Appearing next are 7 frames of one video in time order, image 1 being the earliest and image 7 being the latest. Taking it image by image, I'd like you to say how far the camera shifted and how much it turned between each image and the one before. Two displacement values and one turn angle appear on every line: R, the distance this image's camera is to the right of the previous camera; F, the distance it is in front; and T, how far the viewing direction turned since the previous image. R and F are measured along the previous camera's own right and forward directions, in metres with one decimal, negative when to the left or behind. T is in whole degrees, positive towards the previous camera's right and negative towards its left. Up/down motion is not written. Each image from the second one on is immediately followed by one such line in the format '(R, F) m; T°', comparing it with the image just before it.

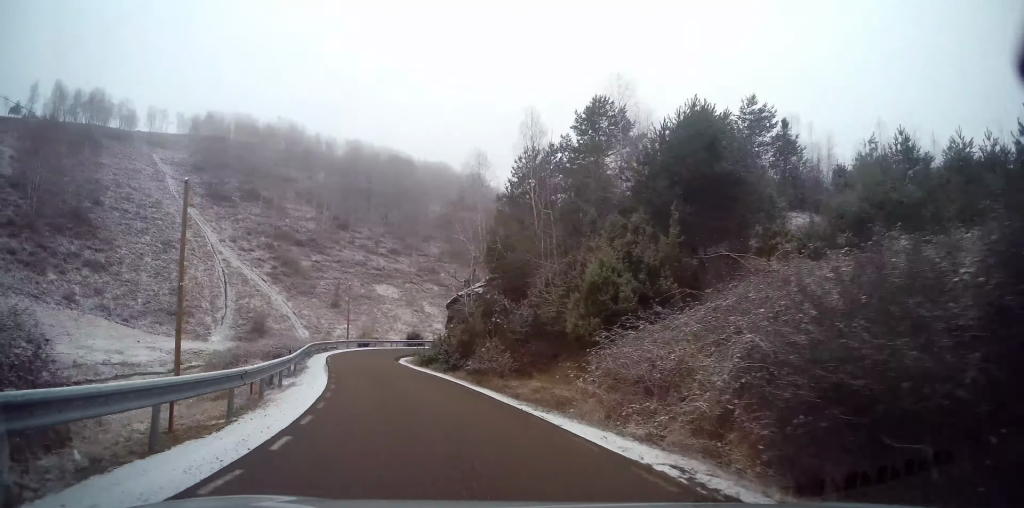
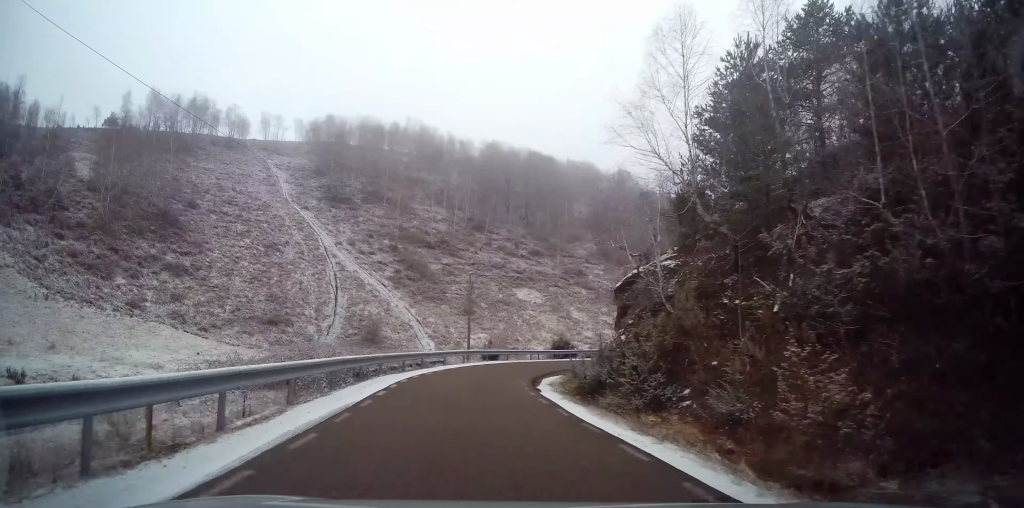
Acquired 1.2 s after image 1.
(-1.5, +14.2) m; -9°
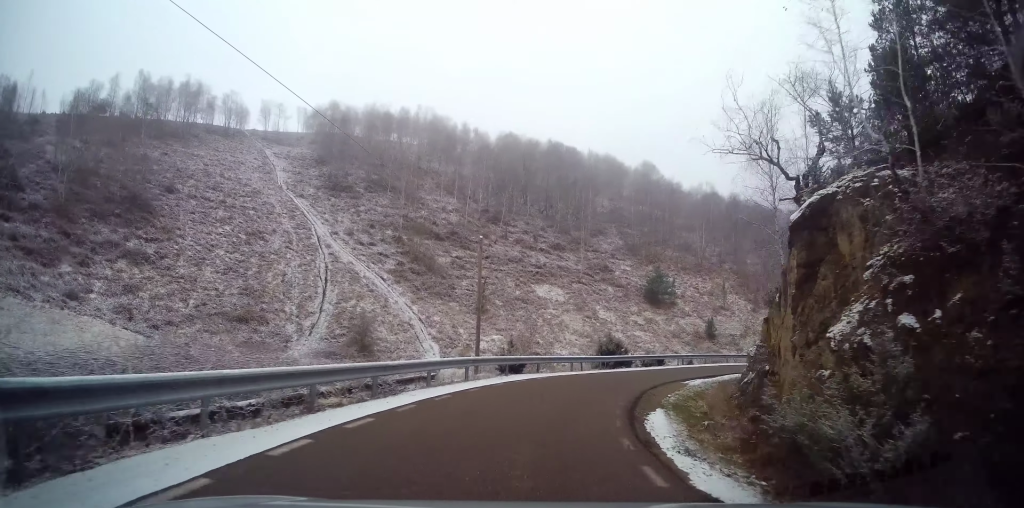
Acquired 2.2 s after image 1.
(-0.5, +12.6) m; +1°
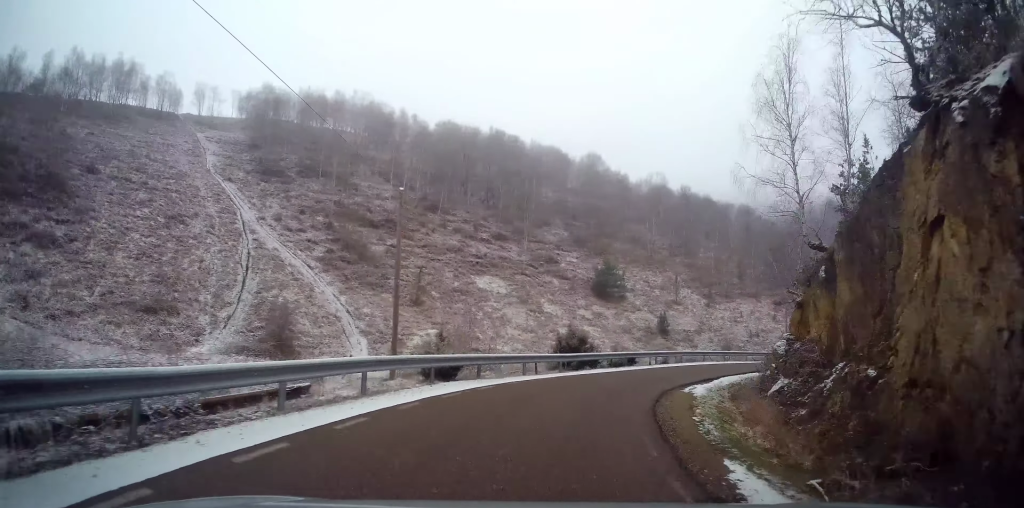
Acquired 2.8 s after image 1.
(+0.1, +6.8) m; +6°
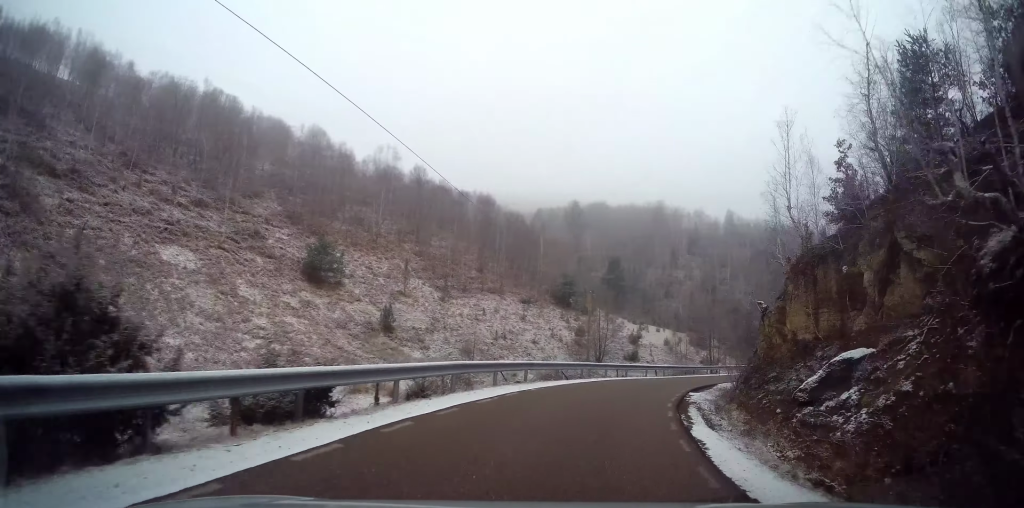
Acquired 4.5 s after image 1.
(+4.8, +19.7) m; +32°
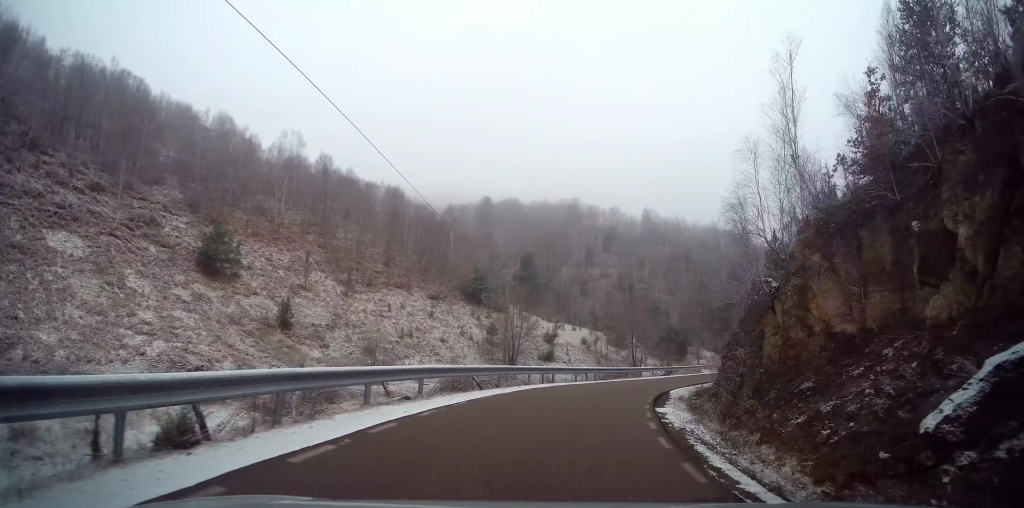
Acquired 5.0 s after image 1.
(+0.9, +6.4) m; +9°
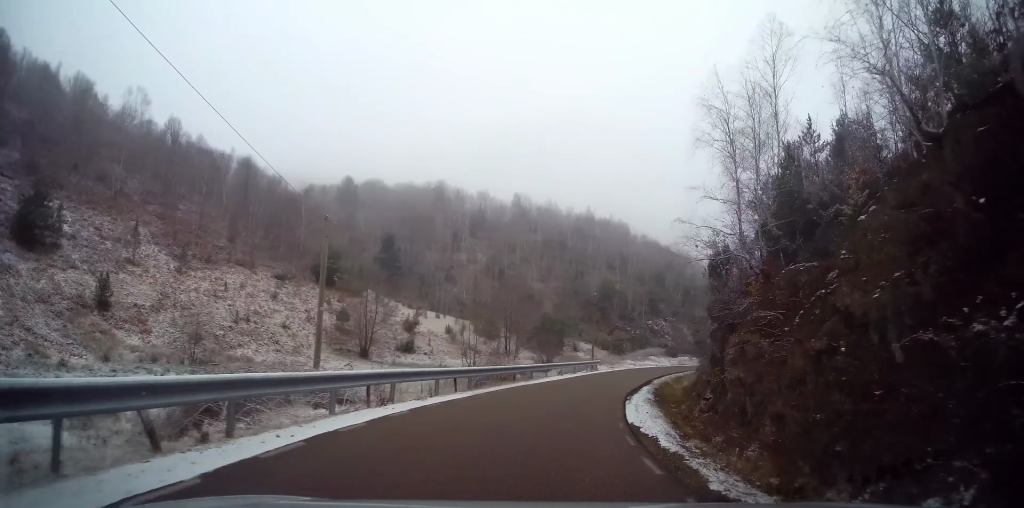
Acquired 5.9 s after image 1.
(+1.7, +12.3) m; +14°
